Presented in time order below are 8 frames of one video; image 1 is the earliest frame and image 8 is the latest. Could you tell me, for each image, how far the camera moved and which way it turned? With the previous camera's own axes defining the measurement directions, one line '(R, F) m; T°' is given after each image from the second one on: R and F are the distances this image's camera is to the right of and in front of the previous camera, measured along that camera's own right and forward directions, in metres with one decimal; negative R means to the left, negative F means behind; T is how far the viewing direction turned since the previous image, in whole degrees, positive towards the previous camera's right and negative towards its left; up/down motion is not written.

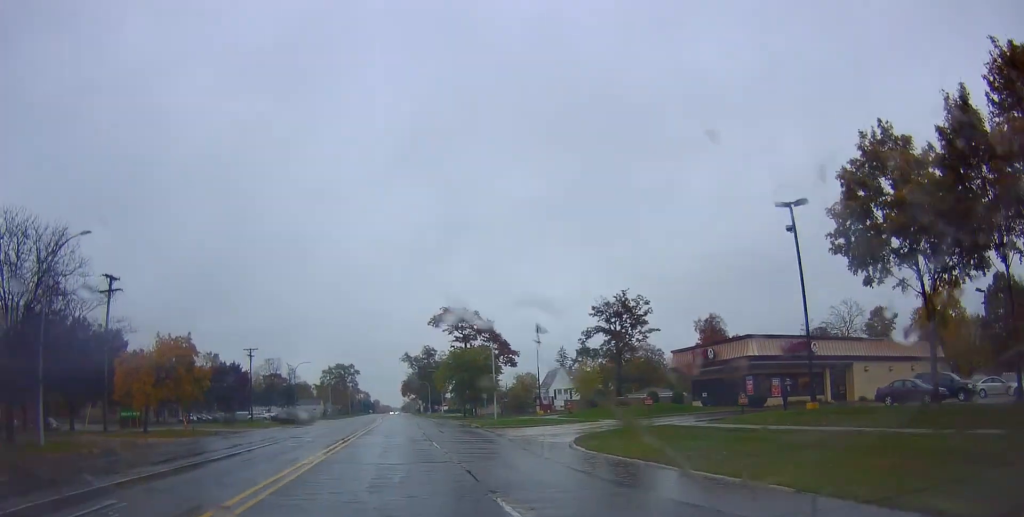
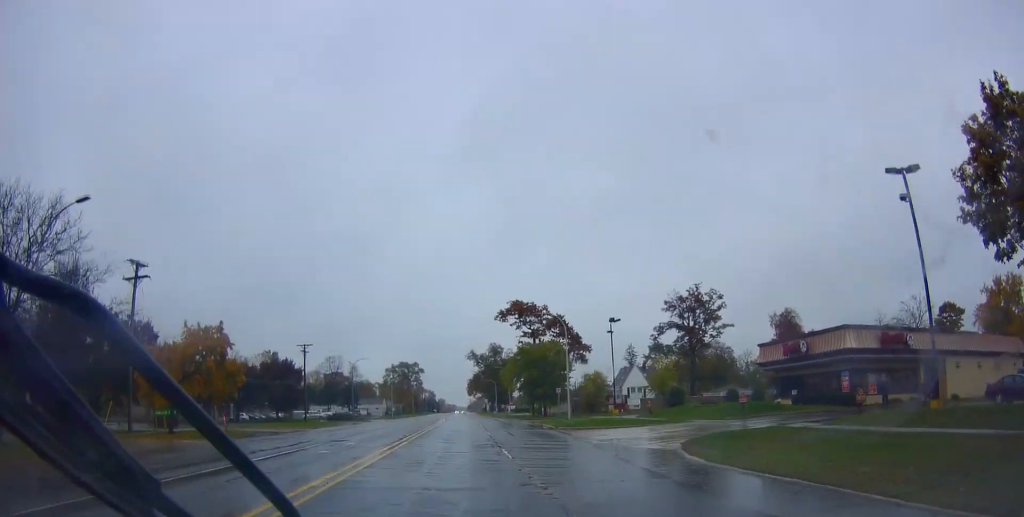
(+0.4, +4.2) m; -2°
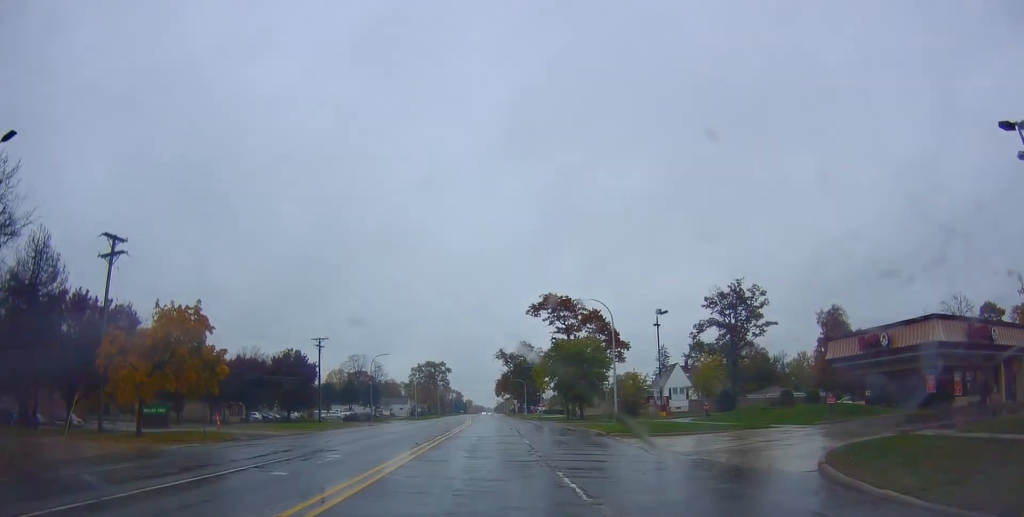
(-0.7, +6.2) m; -7°
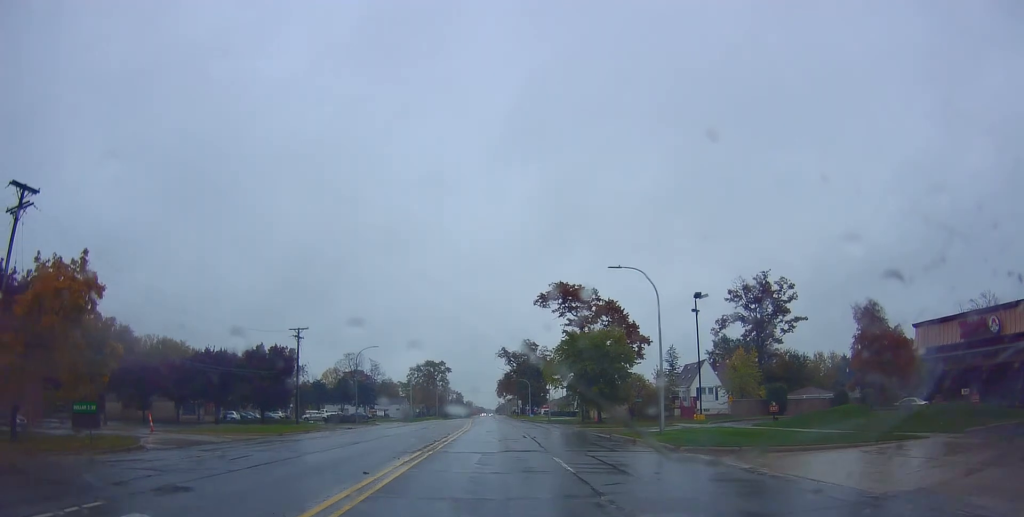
(-0.7, +9.1) m; -5°
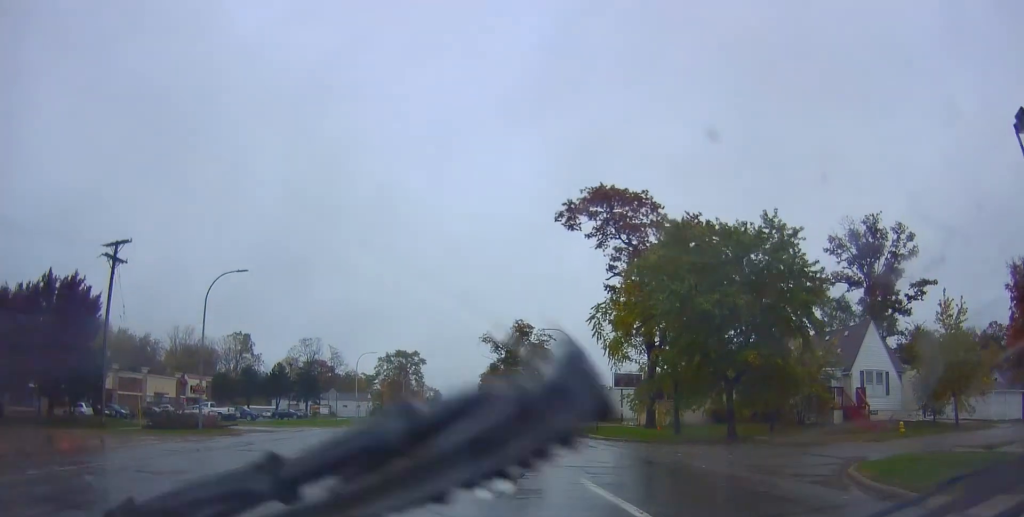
(-0.7, +33.7) m; -1°
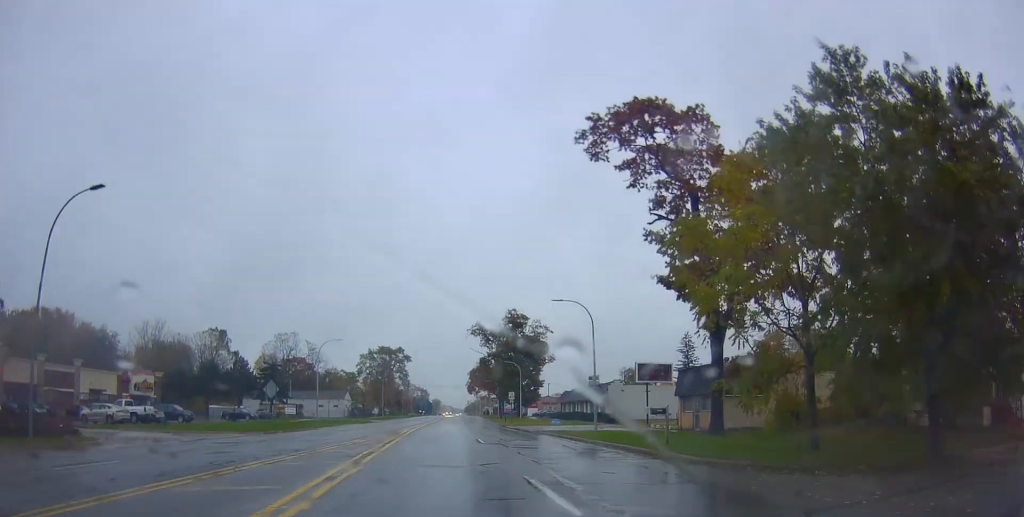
(0.0, +13.4) m; 0°
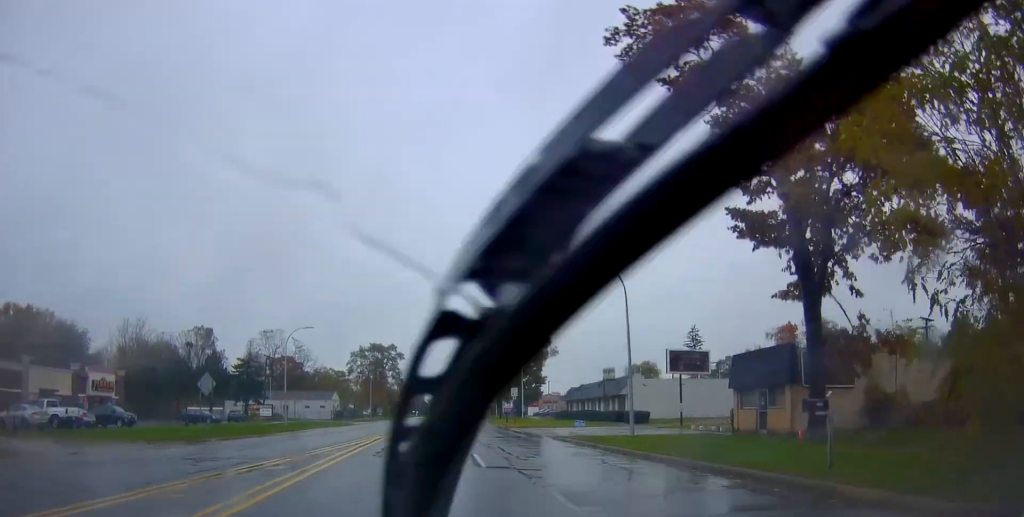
(0.0, +9.4) m; 0°
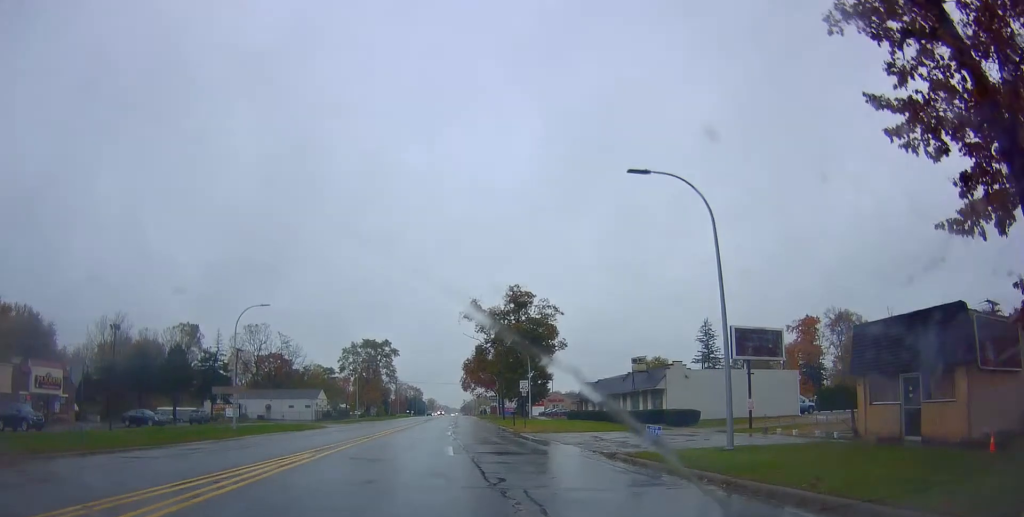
(+0.1, +11.2) m; -2°
